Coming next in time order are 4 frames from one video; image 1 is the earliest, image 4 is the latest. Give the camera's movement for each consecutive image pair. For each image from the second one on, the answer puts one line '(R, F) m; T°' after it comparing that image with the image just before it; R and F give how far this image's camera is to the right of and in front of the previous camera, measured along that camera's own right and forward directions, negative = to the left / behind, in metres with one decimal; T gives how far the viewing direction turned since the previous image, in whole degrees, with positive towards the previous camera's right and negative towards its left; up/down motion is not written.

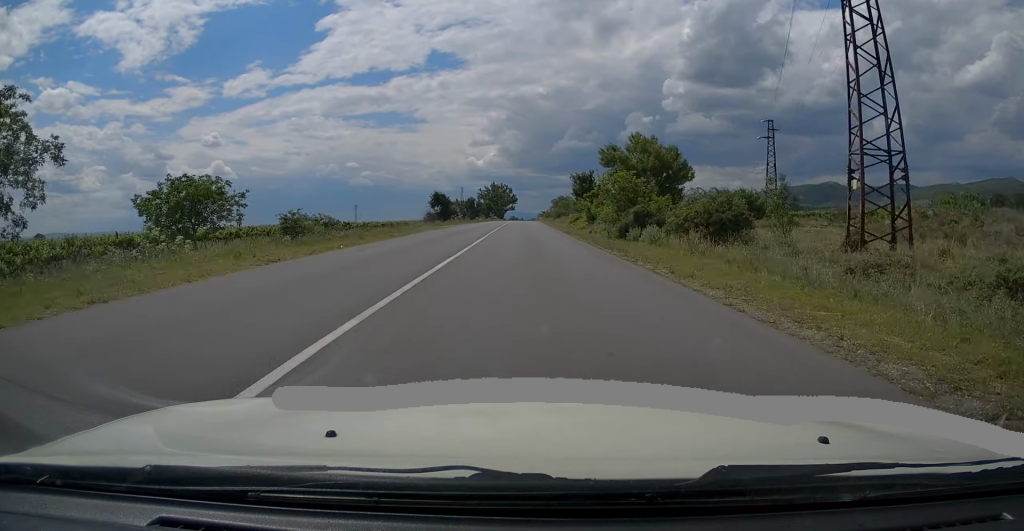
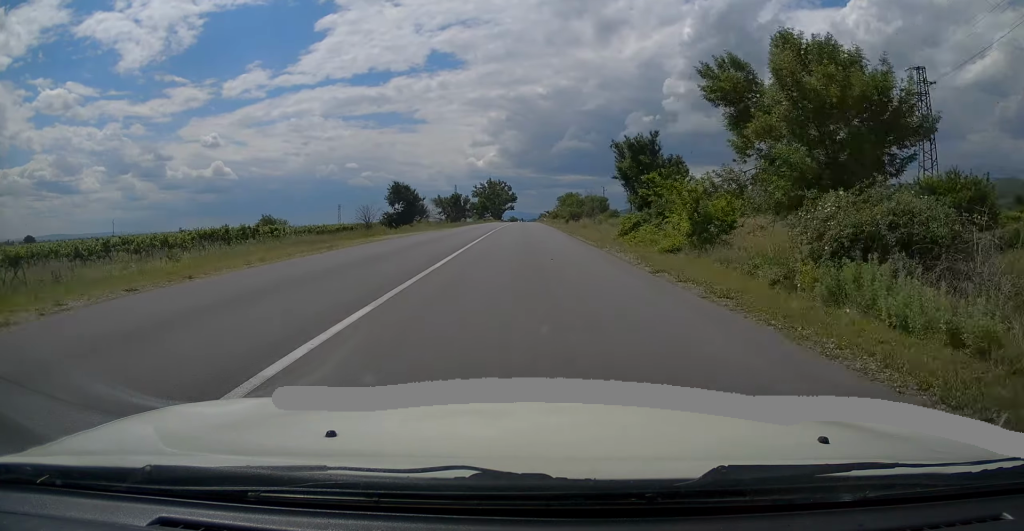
(0.0, +25.7) m; 0°
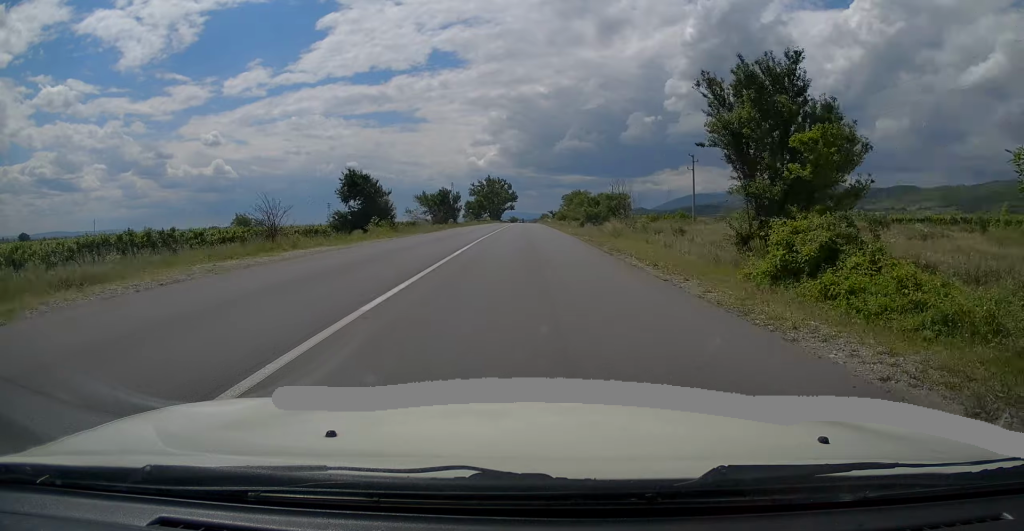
(-0.1, +15.0) m; 0°
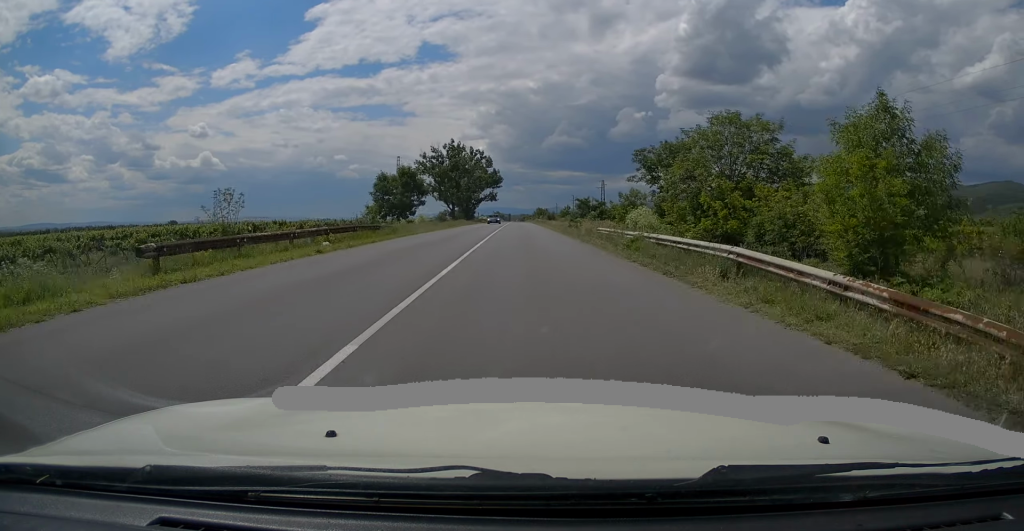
(+1.0, +84.6) m; +1°
